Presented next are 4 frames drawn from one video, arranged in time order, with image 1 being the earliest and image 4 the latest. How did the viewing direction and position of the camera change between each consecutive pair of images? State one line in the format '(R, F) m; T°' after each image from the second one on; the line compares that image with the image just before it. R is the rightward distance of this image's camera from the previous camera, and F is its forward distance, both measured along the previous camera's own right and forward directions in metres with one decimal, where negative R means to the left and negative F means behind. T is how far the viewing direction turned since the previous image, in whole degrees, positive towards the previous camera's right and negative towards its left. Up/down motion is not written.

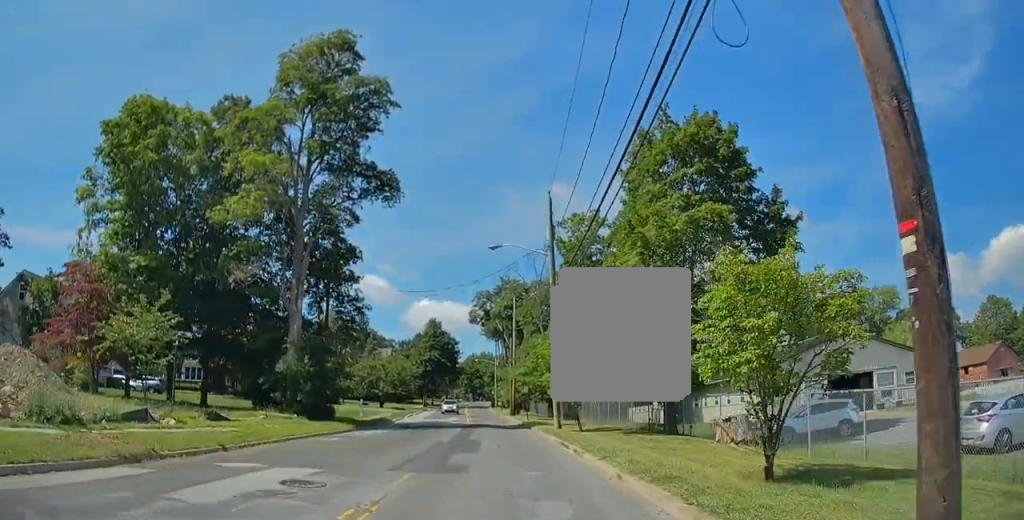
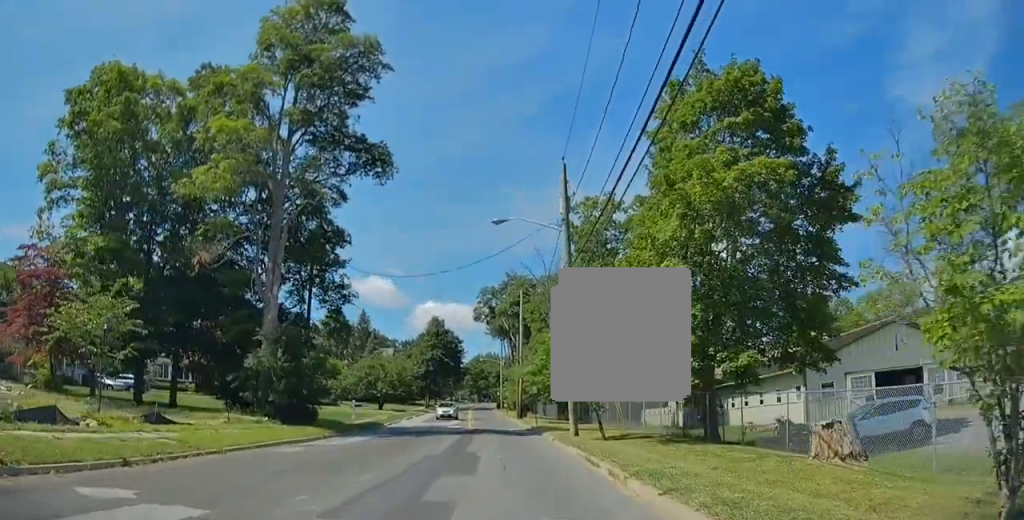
(0.0, +5.6) m; -4°
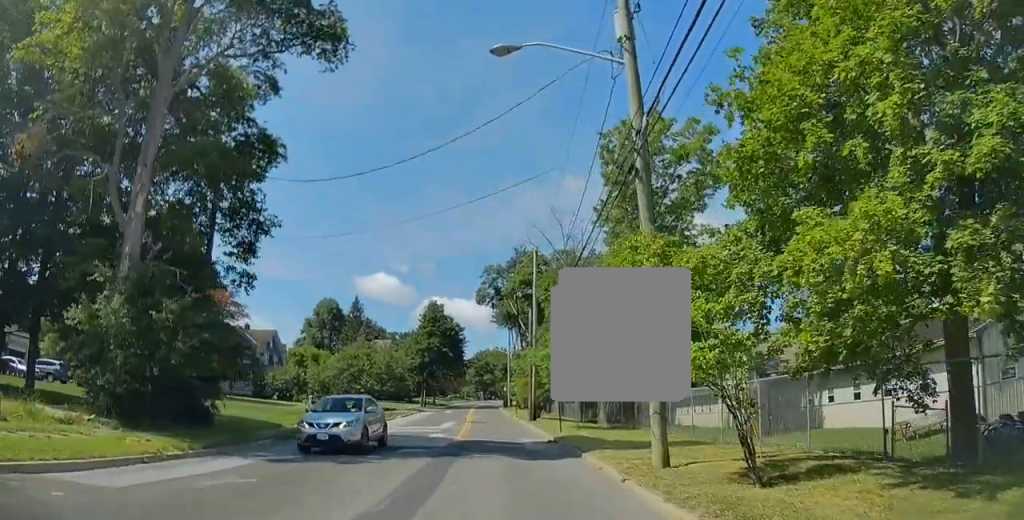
(-1.0, +15.0) m; -2°
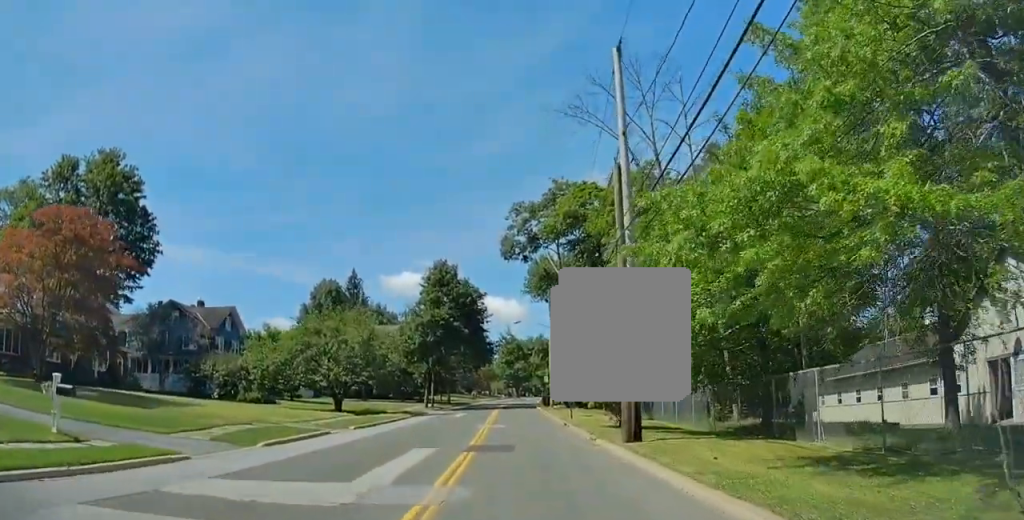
(+0.8, +27.0) m; +2°
